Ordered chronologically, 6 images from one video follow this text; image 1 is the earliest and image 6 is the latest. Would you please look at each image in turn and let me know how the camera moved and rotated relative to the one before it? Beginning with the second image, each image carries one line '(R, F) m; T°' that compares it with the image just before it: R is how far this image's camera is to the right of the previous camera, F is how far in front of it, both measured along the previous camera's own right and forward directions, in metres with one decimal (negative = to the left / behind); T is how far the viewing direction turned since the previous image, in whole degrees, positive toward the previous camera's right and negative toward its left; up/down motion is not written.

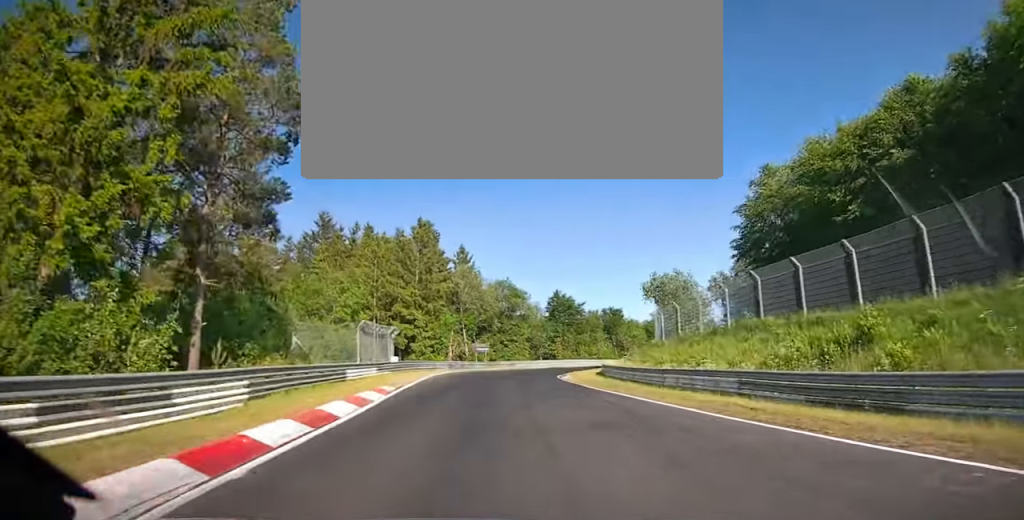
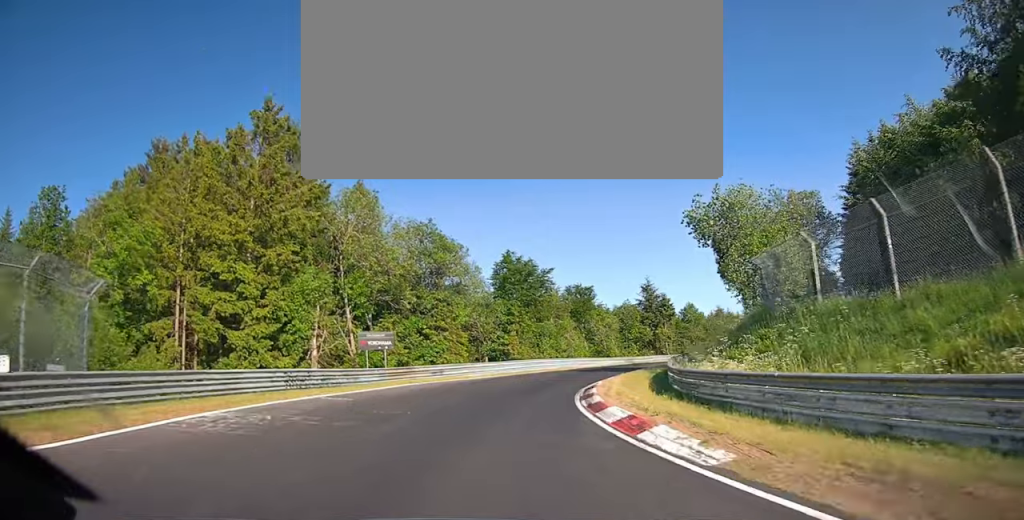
(+2.2, +28.4) m; +12°
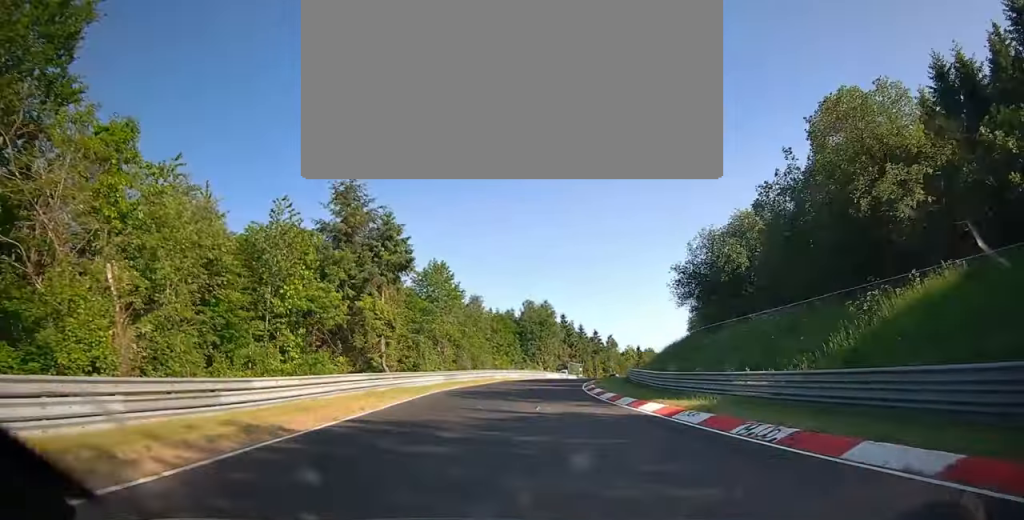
(+16.3, +63.2) m; +26°
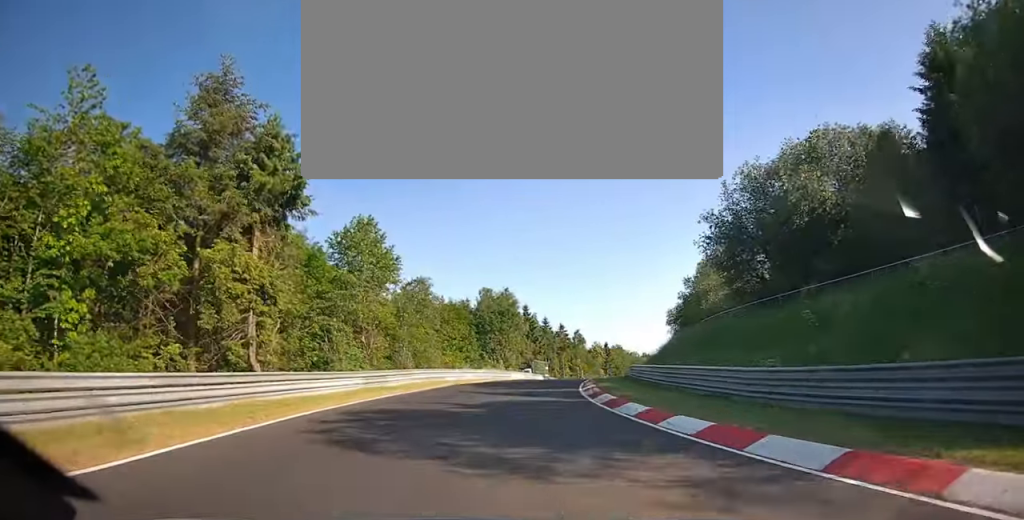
(+0.6, +15.5) m; +5°
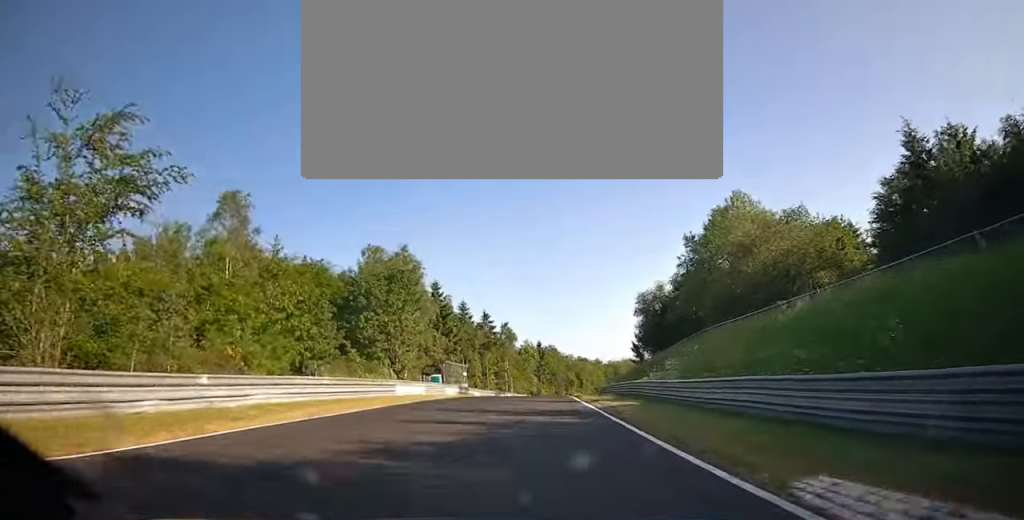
(+2.7, +33.4) m; +8°
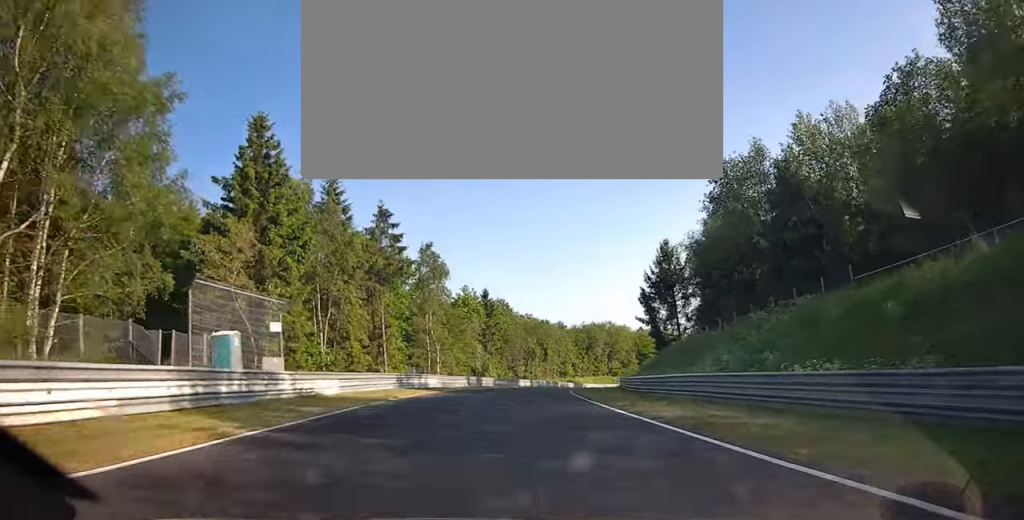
(+3.0, +44.8) m; +8°
